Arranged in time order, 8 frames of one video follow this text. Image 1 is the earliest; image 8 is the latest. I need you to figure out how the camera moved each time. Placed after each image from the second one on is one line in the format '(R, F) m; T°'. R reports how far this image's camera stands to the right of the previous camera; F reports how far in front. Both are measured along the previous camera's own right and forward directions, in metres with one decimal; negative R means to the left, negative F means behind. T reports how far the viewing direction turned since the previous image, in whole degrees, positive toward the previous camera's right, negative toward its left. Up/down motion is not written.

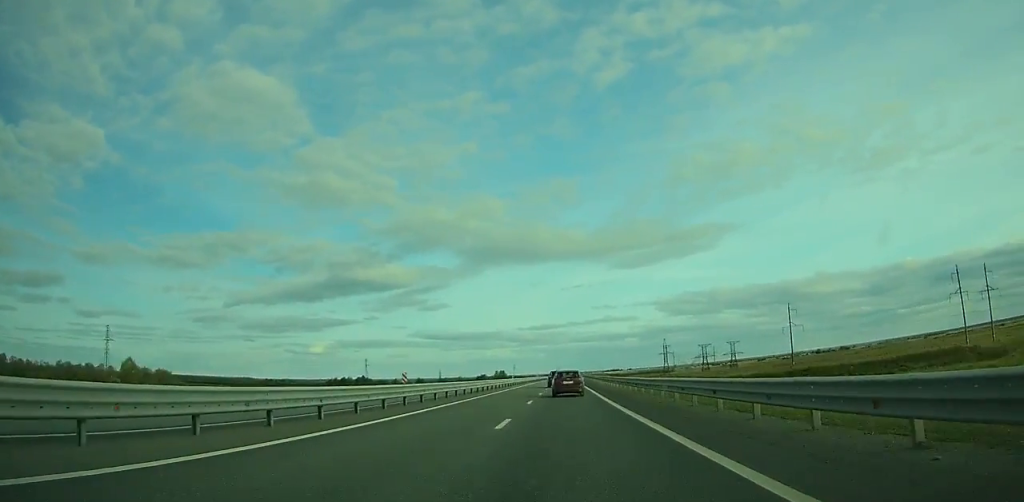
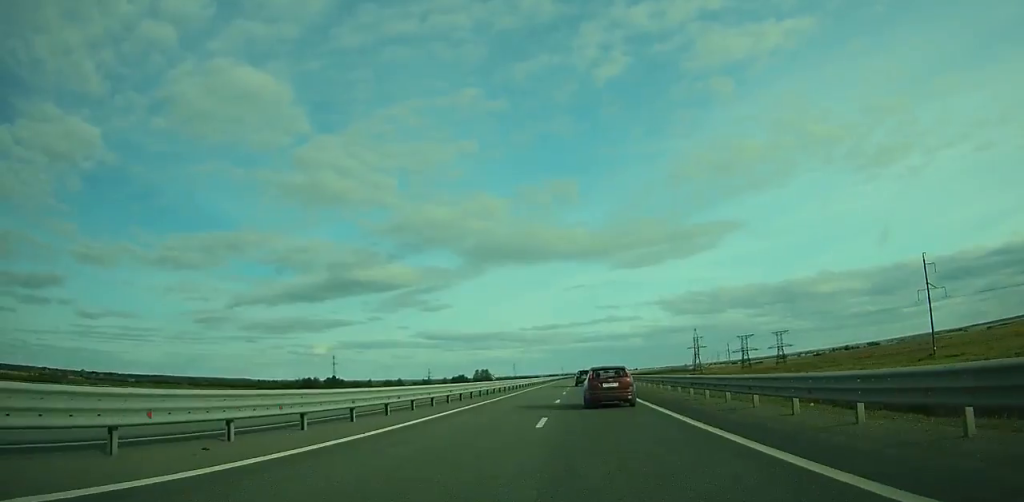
(+0.4, +85.6) m; +1°
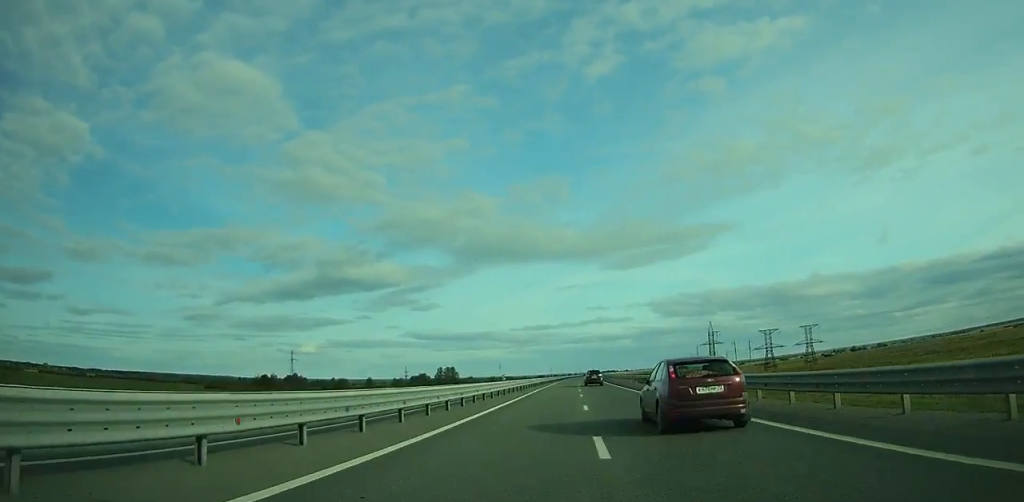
(+0.2, +53.6) m; +1°
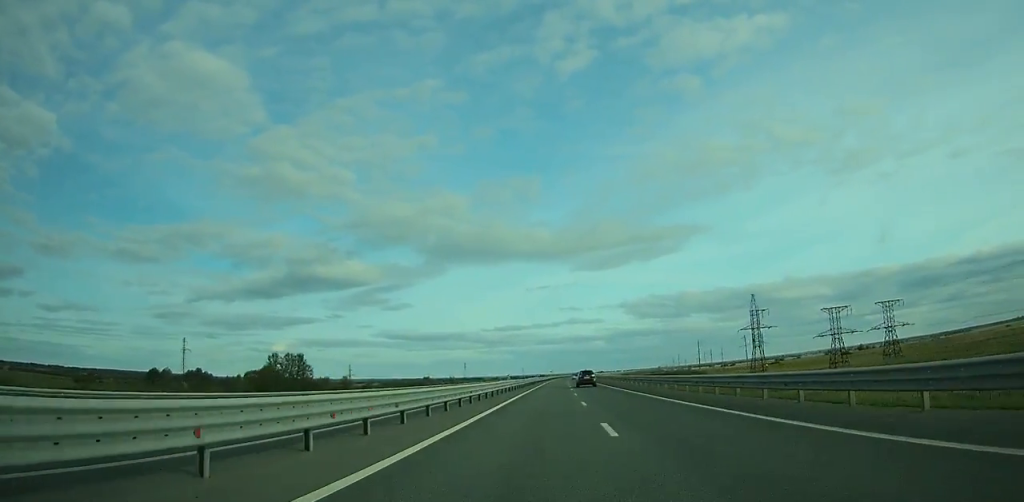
(+1.2, +92.7) m; +2°
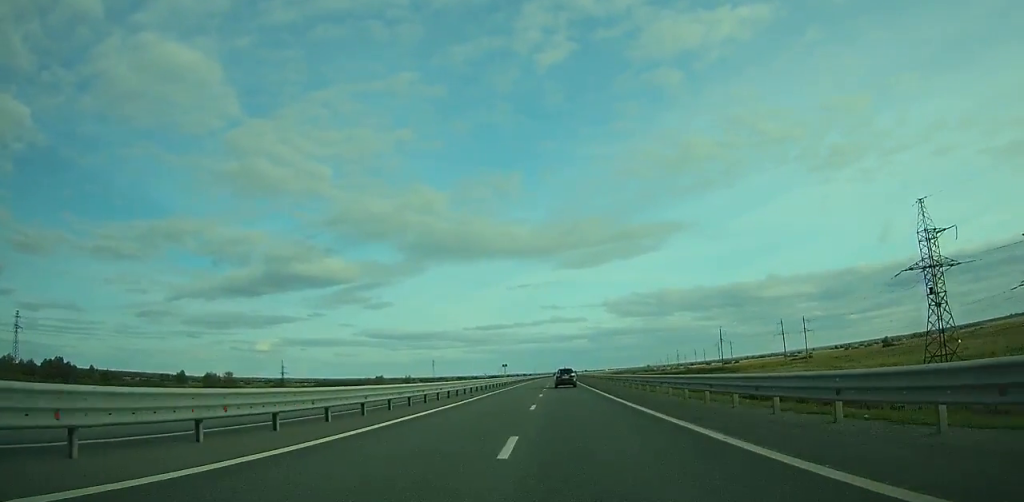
(+2.0, +95.7) m; +2°
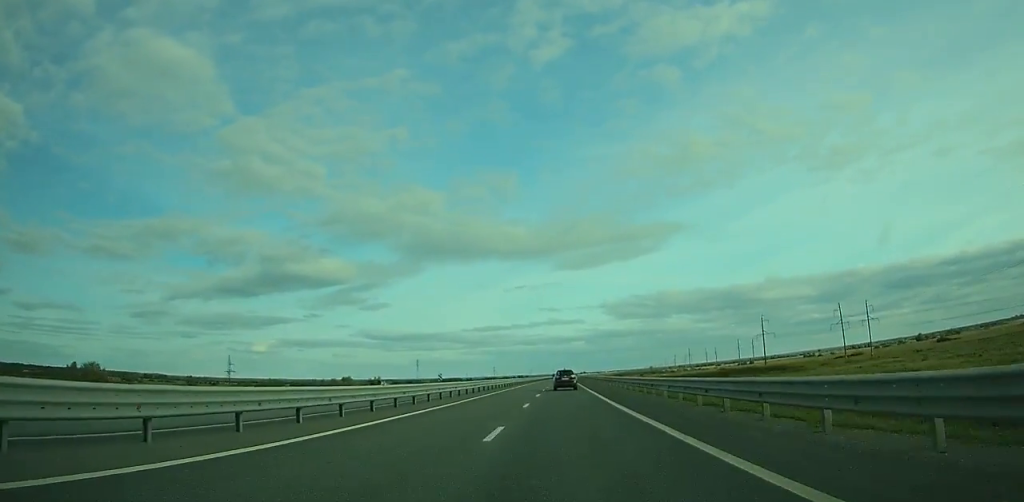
(+0.7, +71.2) m; +1°
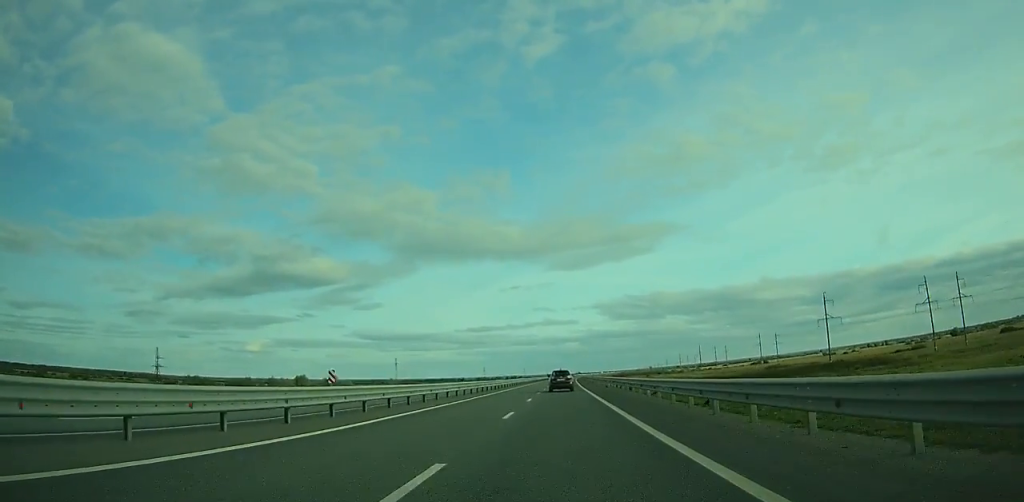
(+0.3, +67.4) m; 0°
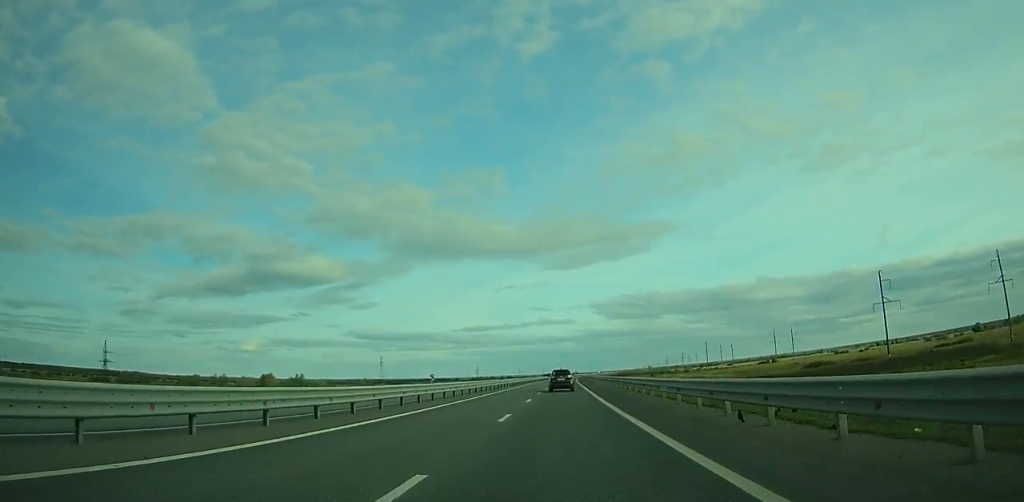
(+0.1, +37.6) m; 0°
